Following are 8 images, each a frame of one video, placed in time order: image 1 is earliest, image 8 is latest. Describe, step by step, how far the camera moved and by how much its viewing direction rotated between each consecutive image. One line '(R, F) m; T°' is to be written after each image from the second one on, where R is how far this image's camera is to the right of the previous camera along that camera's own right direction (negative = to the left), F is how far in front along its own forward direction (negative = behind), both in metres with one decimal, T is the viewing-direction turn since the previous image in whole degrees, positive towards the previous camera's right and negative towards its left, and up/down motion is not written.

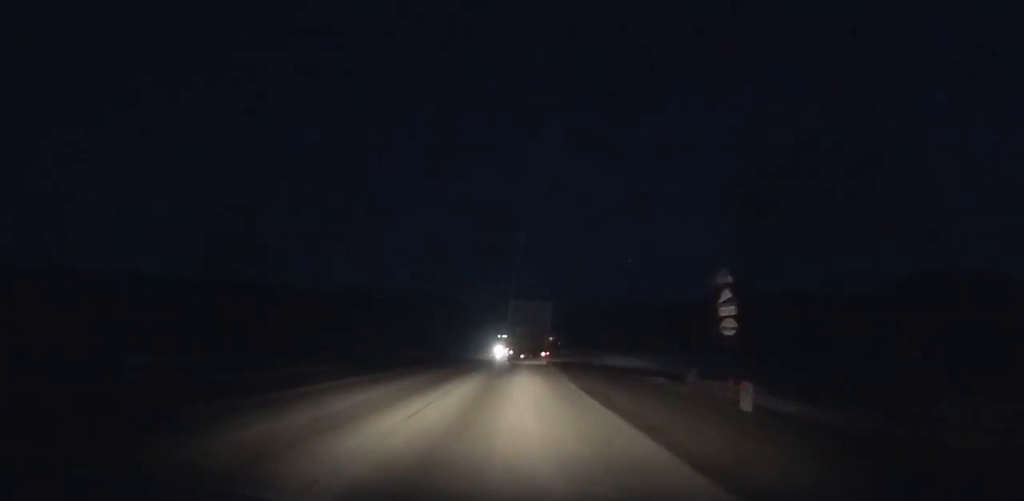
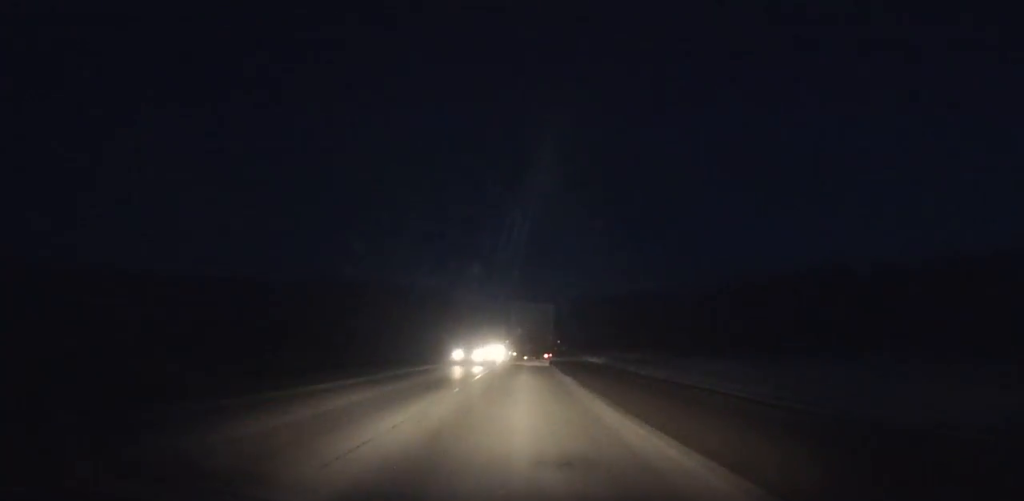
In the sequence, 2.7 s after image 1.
(+0.4, +49.3) m; +1°
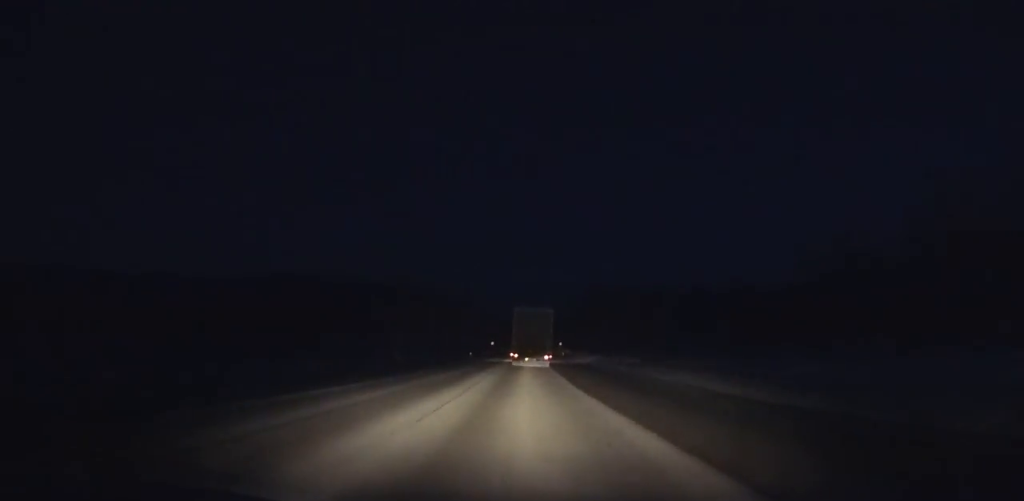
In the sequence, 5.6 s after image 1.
(+0.5, +54.5) m; +1°
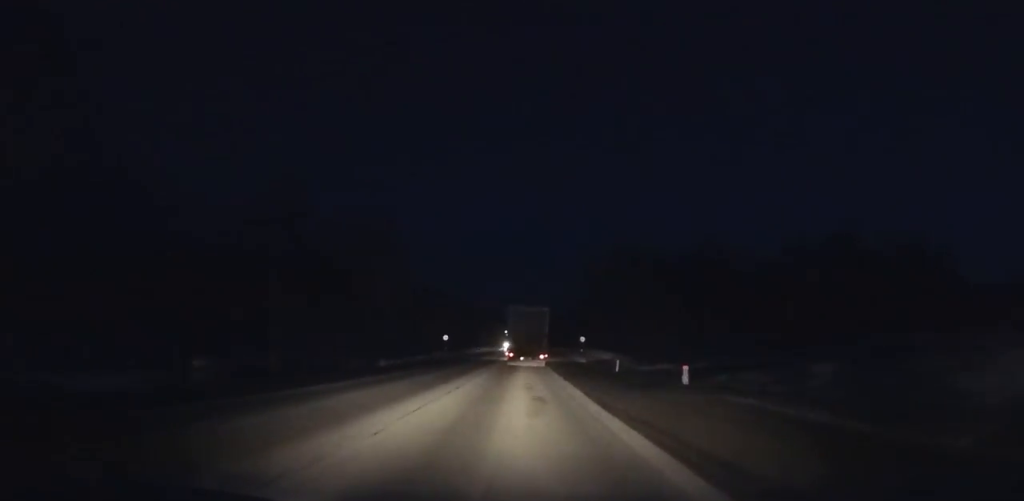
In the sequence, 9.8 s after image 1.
(+0.8, +79.4) m; +1°
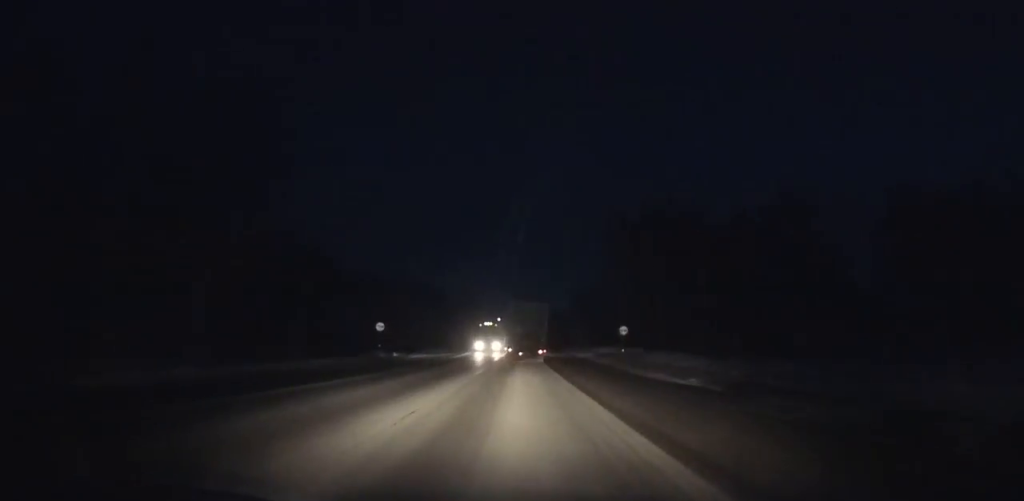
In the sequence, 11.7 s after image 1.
(+0.3, +35.7) m; 0°
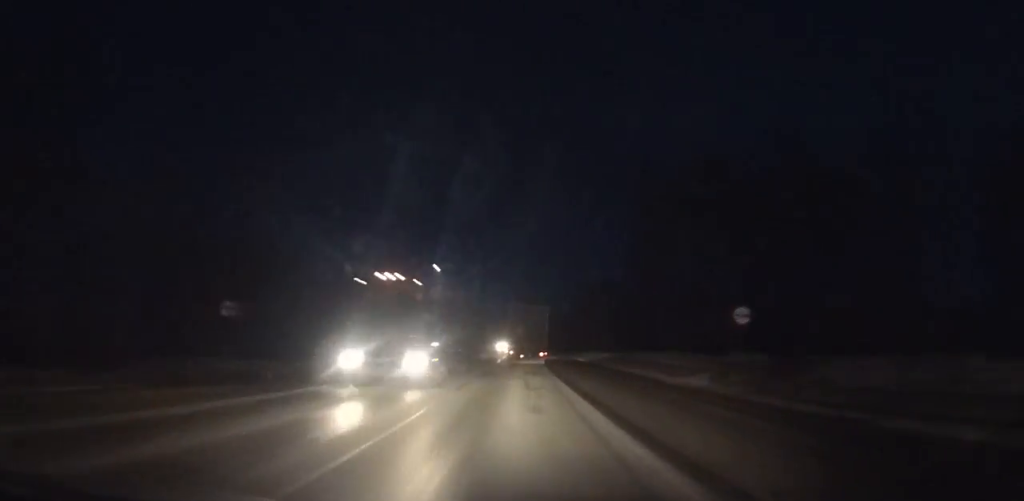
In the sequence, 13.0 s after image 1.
(+0.1, +24.4) m; 0°
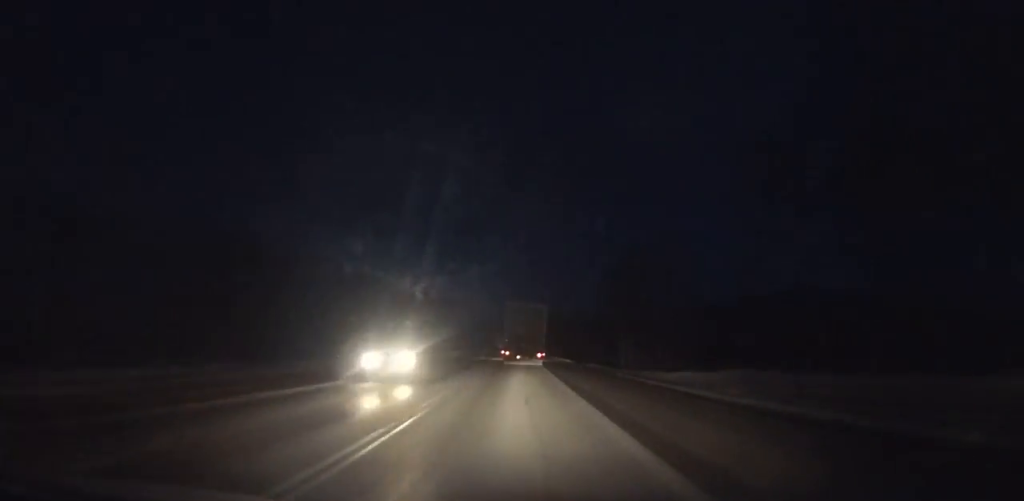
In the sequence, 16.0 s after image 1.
(+0.1, +56.0) m; 0°
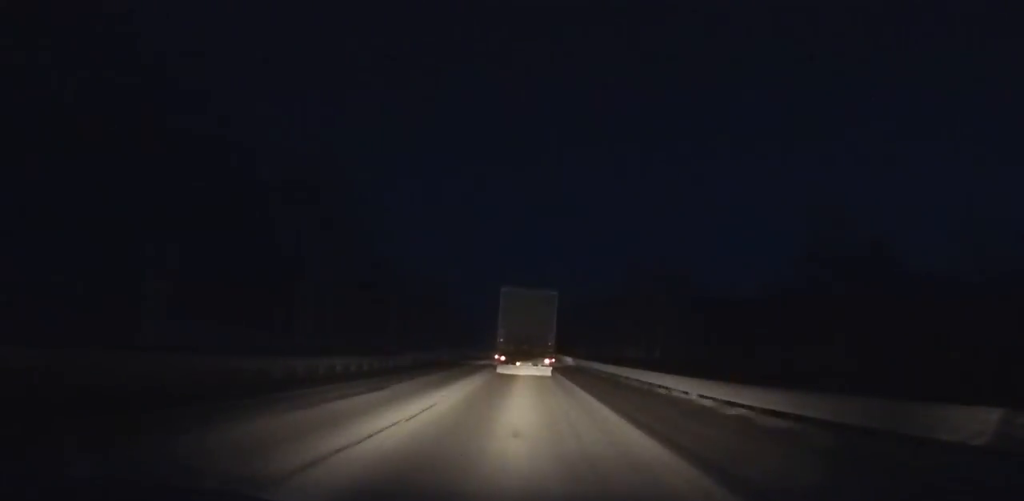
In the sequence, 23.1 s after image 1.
(-0.7, +125.4) m; 0°
